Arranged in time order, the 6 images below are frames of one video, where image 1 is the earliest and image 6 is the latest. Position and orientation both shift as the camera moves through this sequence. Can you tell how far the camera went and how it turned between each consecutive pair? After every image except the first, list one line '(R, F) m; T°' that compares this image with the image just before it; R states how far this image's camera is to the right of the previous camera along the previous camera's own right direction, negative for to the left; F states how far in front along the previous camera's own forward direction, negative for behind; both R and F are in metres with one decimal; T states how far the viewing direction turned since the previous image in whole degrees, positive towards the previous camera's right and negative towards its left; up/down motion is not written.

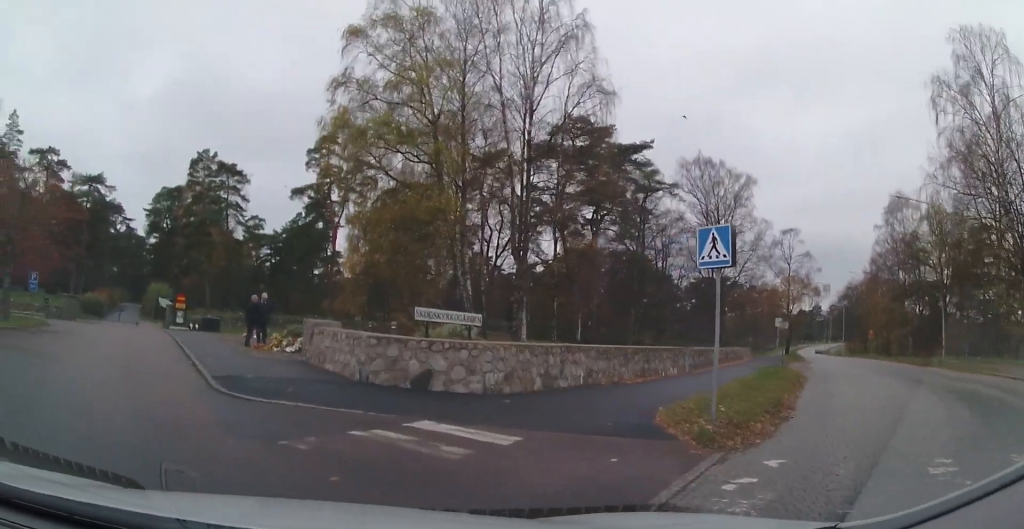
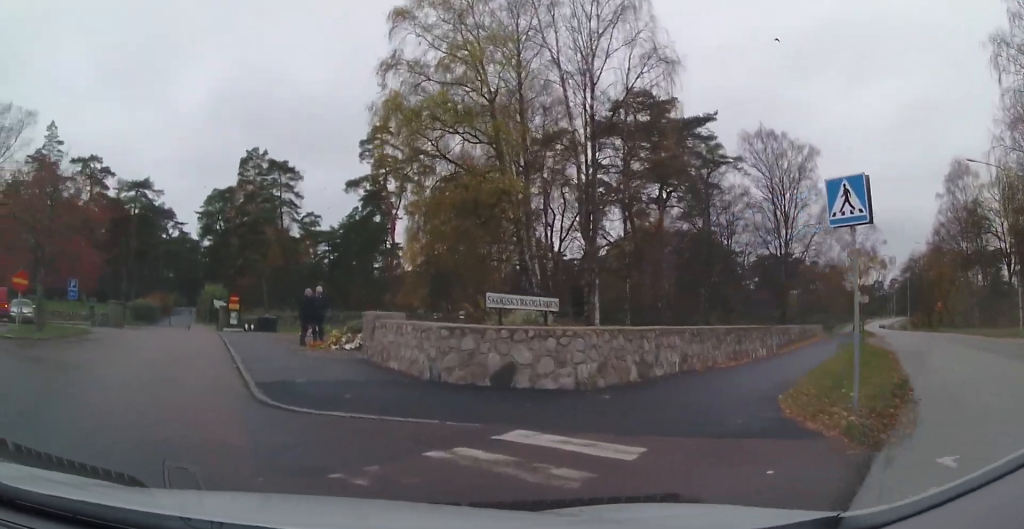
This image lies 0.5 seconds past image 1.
(-0.1, +1.9) m; -5°
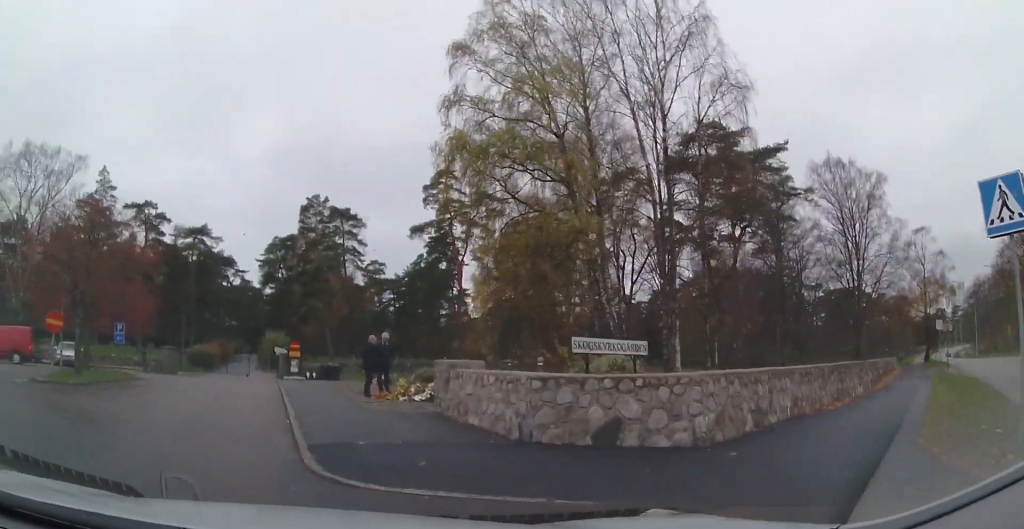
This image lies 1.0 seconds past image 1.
(0.0, +1.8) m; -4°
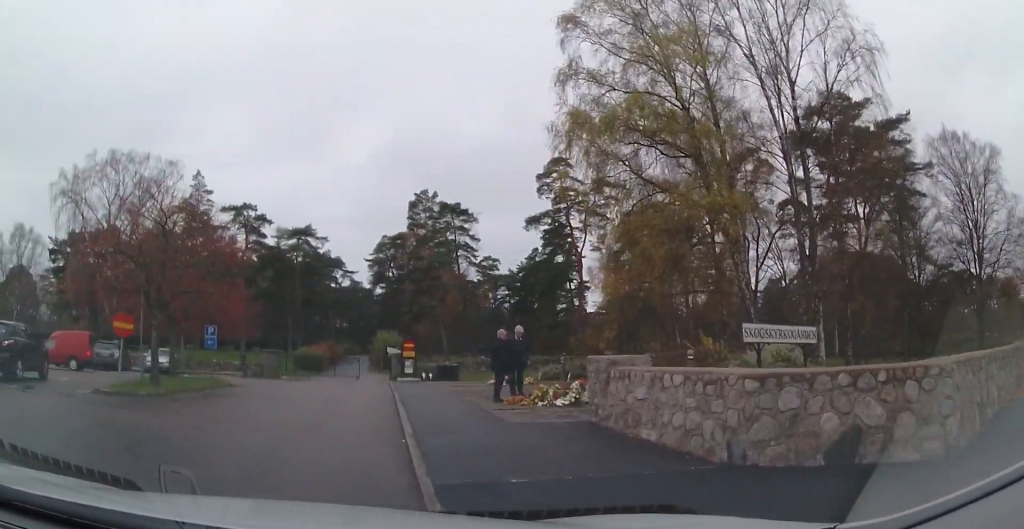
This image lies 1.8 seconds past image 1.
(-0.3, +2.7) m; -7°
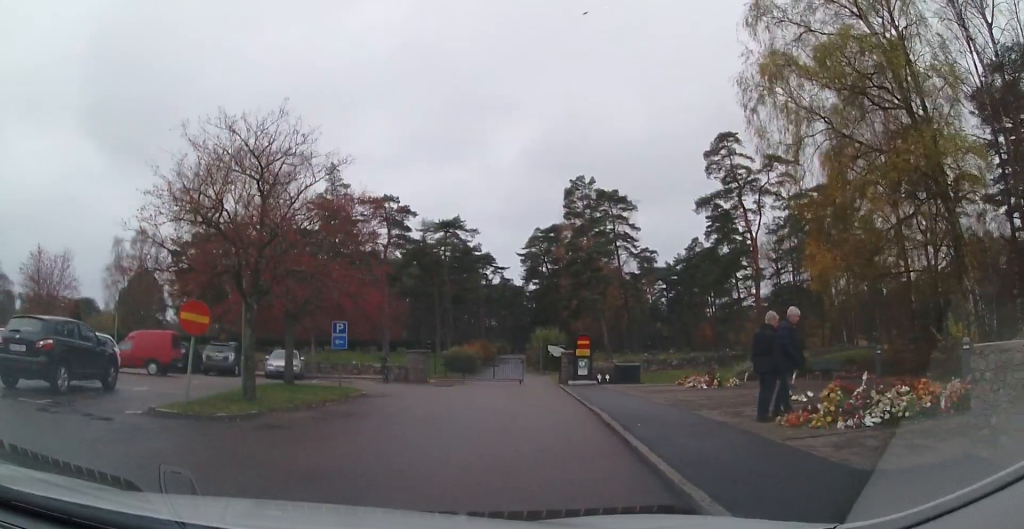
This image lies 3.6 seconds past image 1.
(-0.4, +5.1) m; -3°
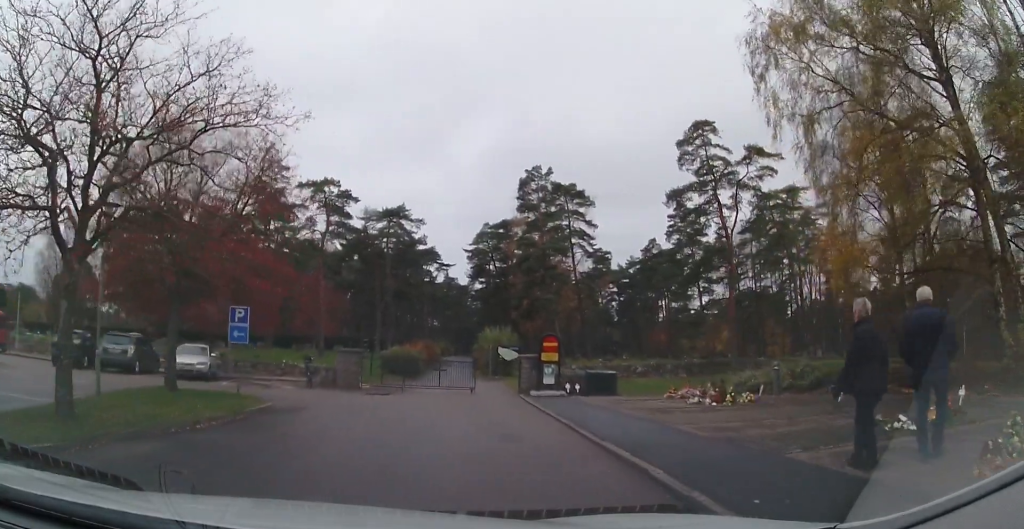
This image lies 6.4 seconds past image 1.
(+0.2, +6.9) m; +1°
